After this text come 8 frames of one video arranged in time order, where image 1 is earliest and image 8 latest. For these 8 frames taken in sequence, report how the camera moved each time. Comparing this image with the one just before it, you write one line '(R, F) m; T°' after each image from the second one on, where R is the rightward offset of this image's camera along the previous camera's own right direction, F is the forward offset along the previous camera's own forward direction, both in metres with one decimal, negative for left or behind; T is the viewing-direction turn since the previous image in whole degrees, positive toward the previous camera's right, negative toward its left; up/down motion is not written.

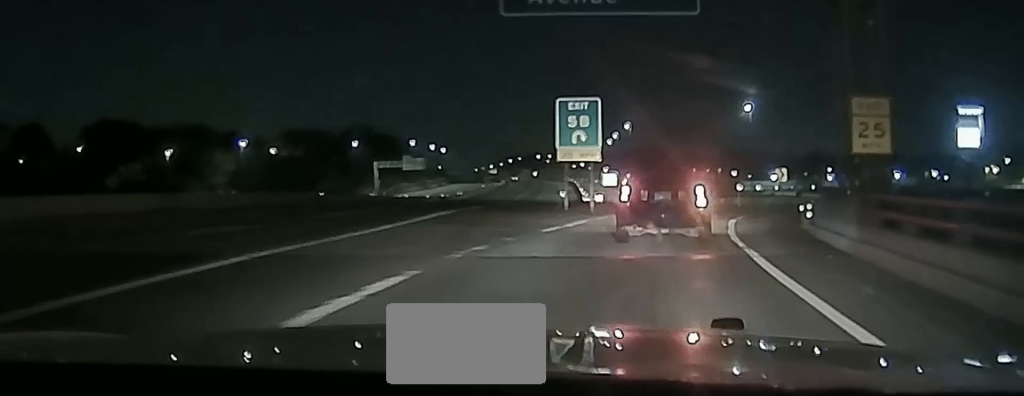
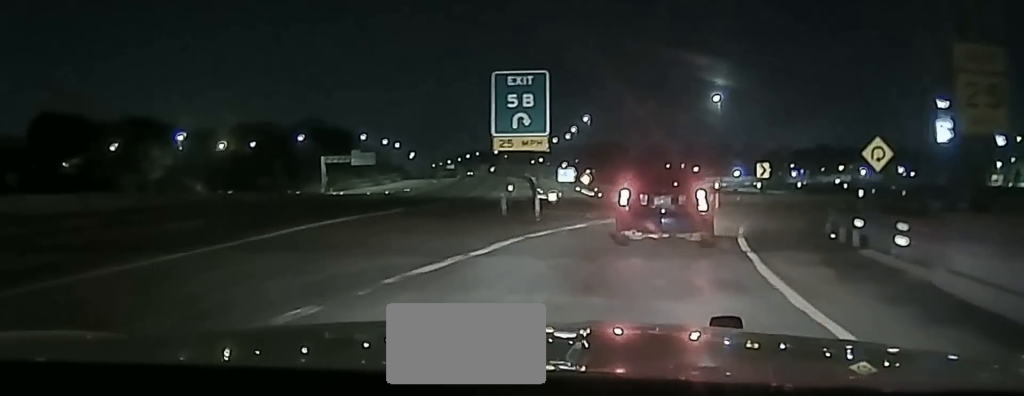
(0.0, +8.3) m; +2°
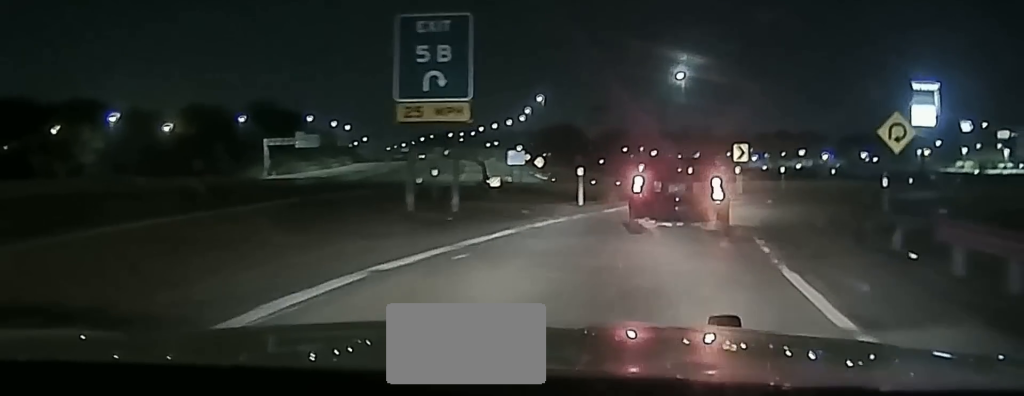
(+0.2, +7.7) m; +3°
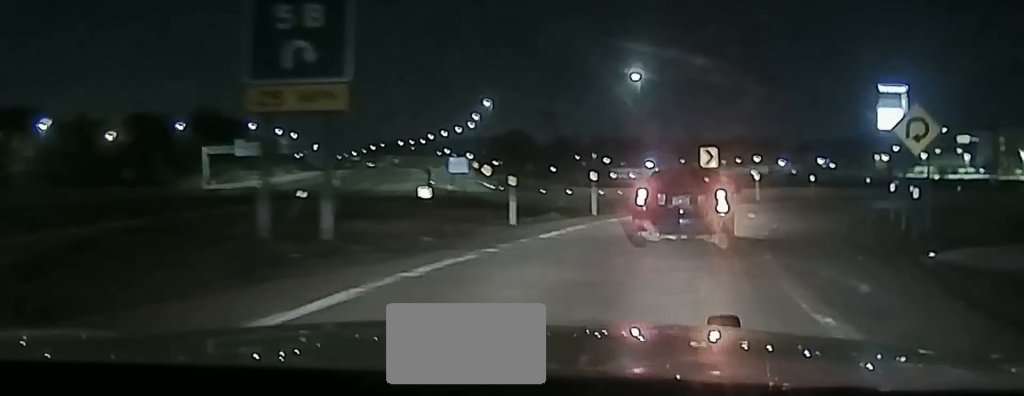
(0.0, +6.4) m; +3°
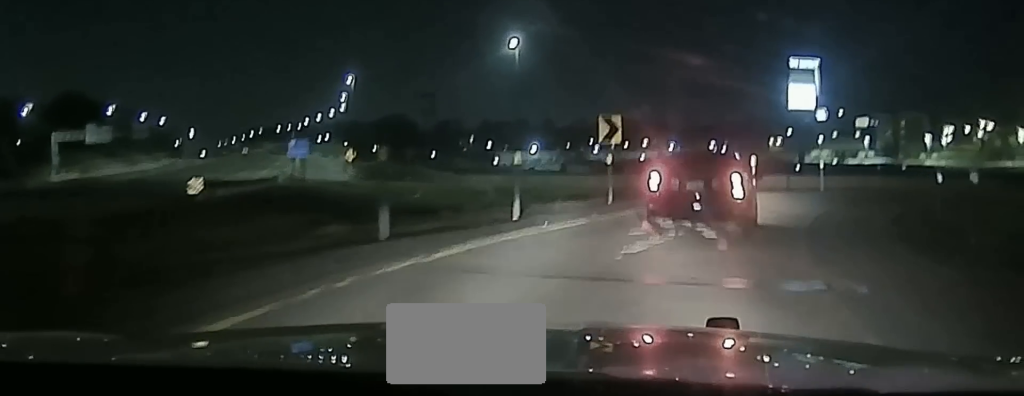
(+1.2, +14.1) m; +9°
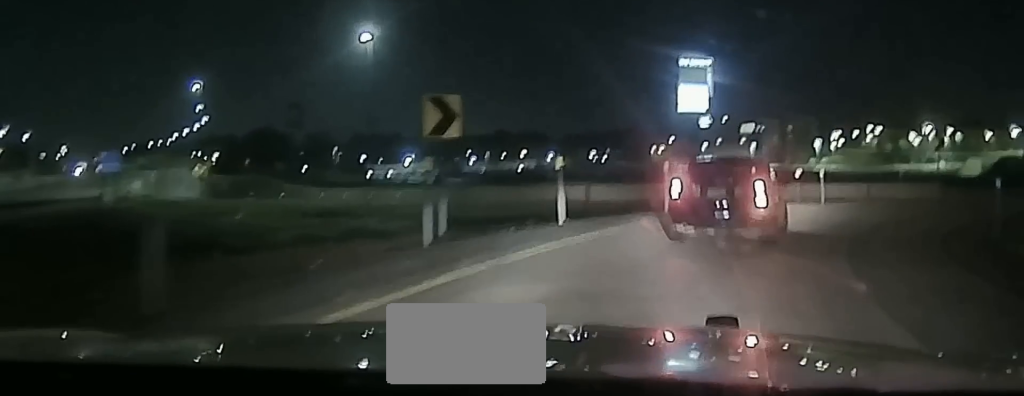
(+0.7, +11.5) m; +9°
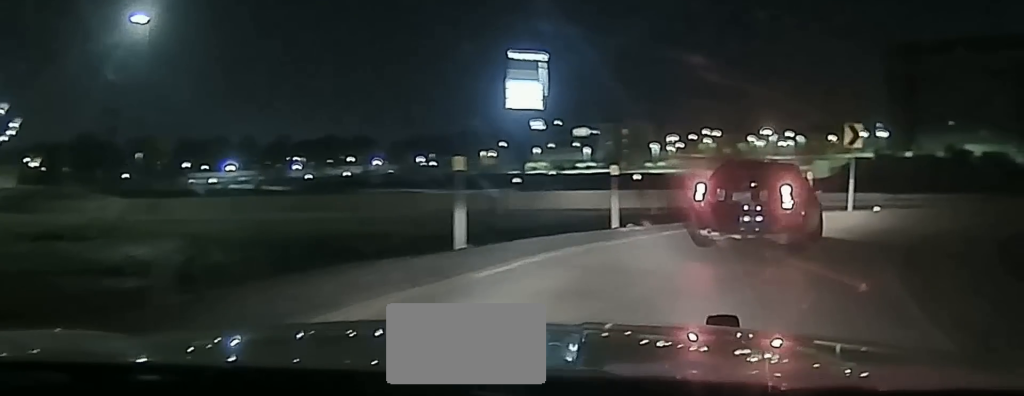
(+1.3, +12.4) m; +14°
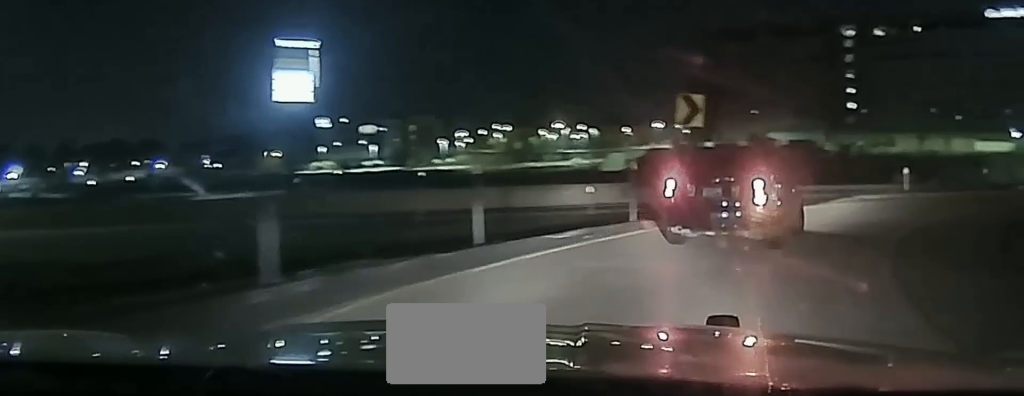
(+1.4, +11.2) m; +14°
